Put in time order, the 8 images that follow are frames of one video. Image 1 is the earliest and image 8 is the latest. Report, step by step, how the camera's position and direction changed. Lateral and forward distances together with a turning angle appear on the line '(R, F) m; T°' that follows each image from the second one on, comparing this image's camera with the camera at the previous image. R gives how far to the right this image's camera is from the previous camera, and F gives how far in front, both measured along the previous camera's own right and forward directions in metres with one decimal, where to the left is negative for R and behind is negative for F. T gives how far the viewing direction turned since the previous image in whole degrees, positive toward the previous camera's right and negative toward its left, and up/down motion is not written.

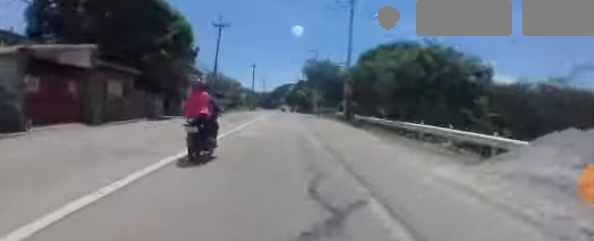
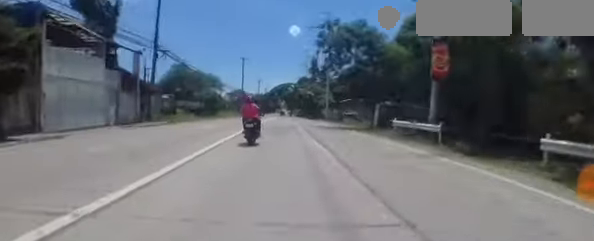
(+0.2, +21.3) m; +1°
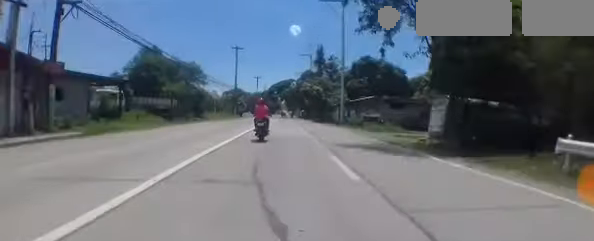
(0.0, +11.2) m; 0°
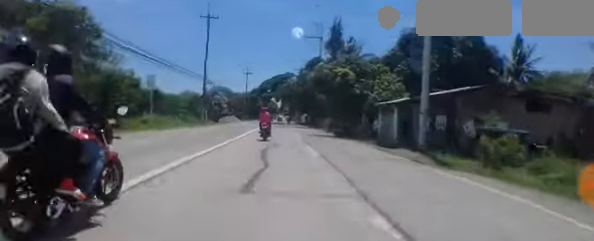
(0.0, +23.0) m; +1°
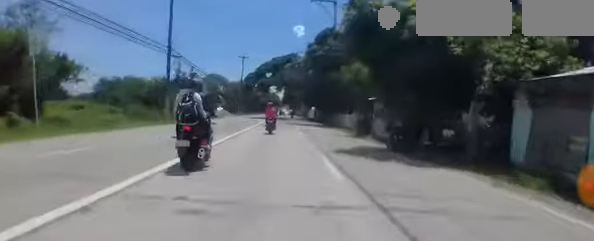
(+0.2, +12.8) m; 0°
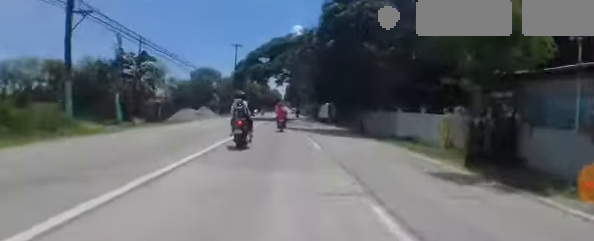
(-0.2, +13.6) m; -1°
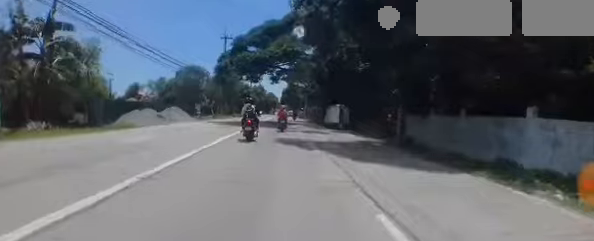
(-0.3, +9.9) m; 0°
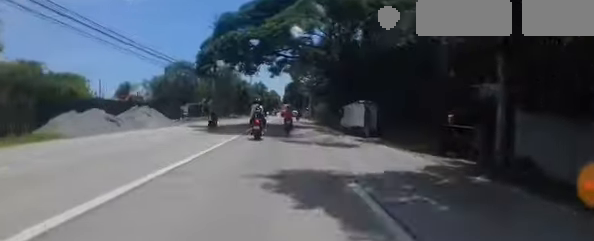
(+0.3, +7.0) m; +1°
